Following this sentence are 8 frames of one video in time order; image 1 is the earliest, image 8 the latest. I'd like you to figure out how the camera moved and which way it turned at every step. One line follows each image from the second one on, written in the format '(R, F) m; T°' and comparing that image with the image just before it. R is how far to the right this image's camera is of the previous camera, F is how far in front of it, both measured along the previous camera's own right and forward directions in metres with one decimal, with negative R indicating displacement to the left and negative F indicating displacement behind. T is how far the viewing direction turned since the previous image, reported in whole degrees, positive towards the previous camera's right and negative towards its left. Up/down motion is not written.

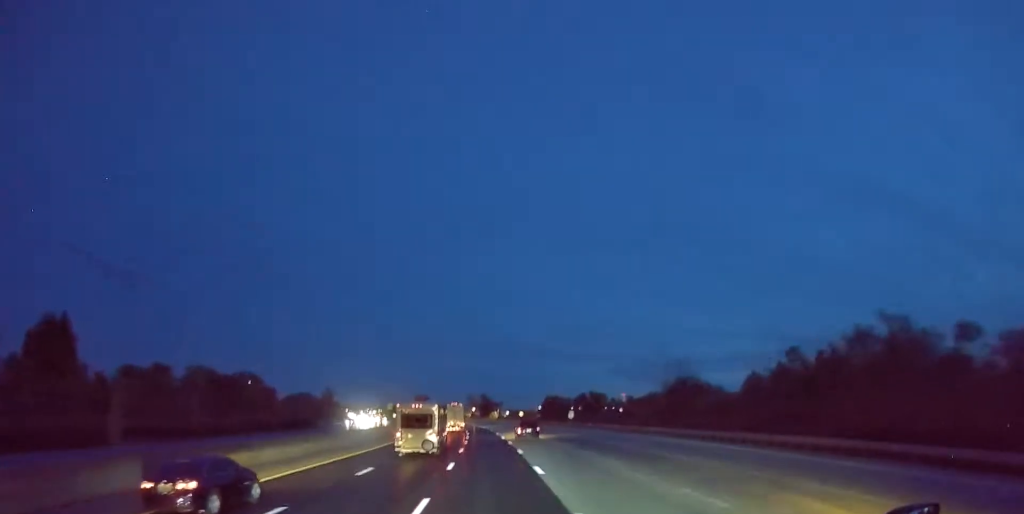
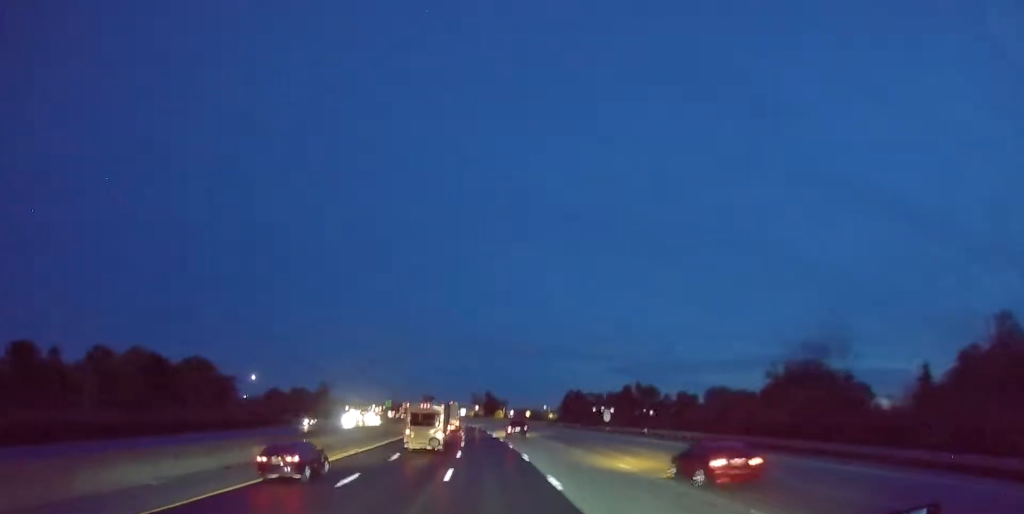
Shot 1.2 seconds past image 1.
(+0.2, +29.2) m; 0°
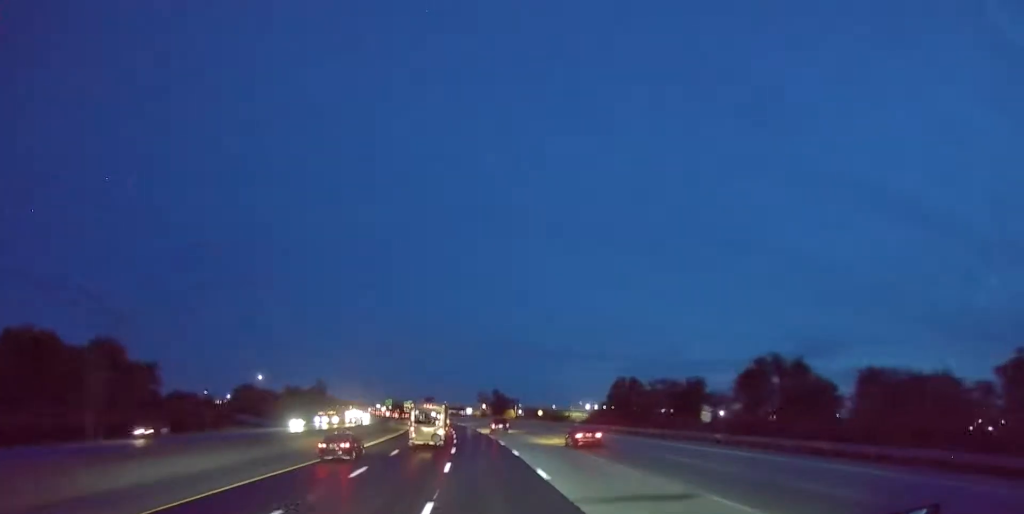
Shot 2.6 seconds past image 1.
(-0.5, +33.9) m; -2°
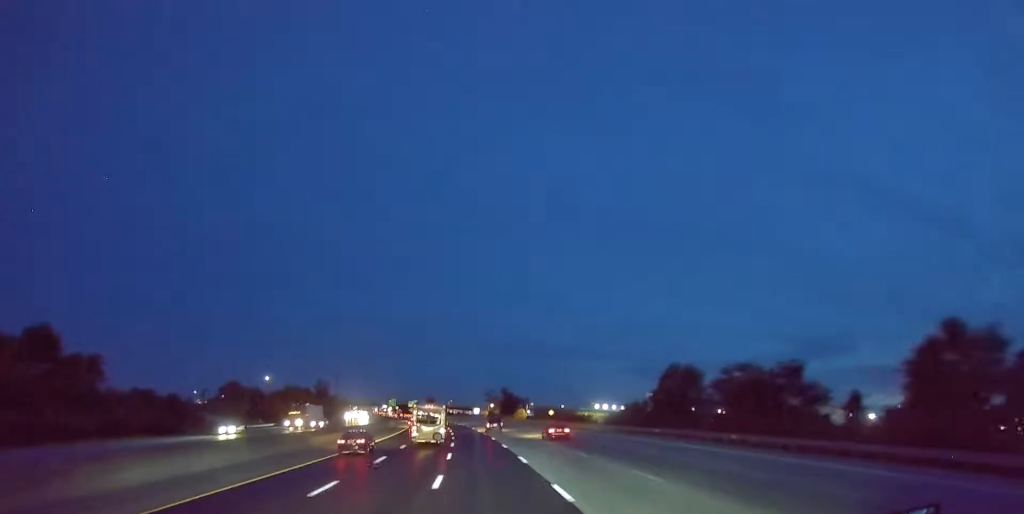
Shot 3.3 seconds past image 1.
(-0.2, +18.3) m; 0°
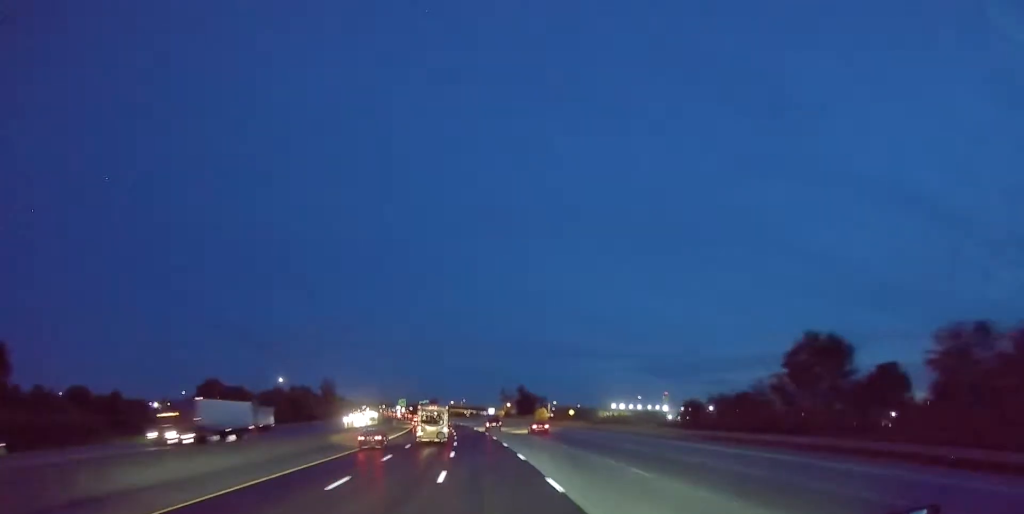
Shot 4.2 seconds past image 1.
(+0.2, +22.4) m; -2°
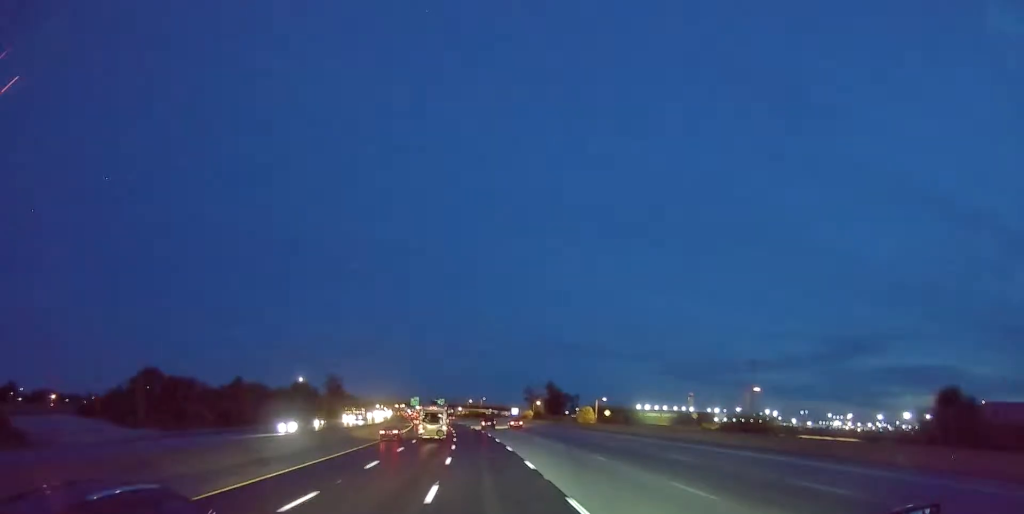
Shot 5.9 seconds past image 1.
(-1.4, +42.2) m; -2°
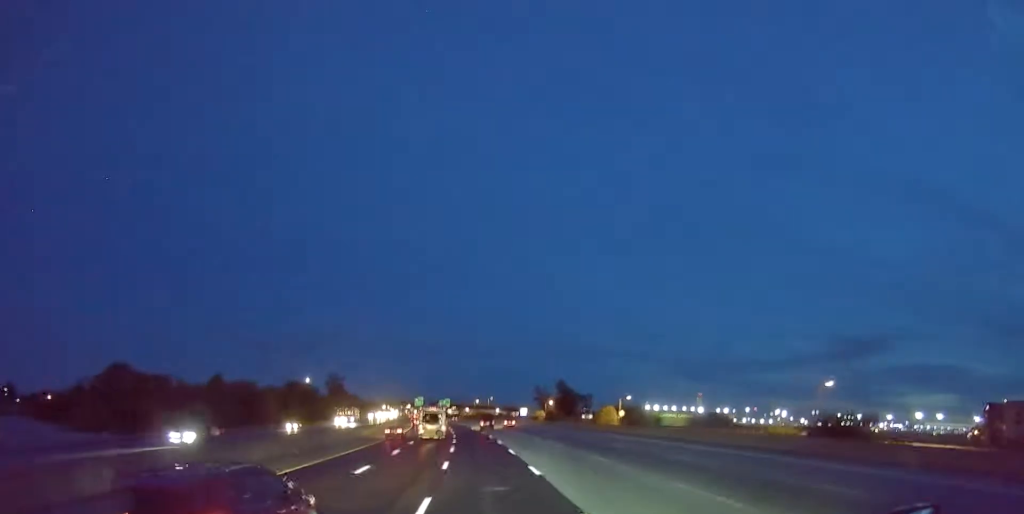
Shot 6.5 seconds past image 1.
(+0.2, +14.8) m; 0°
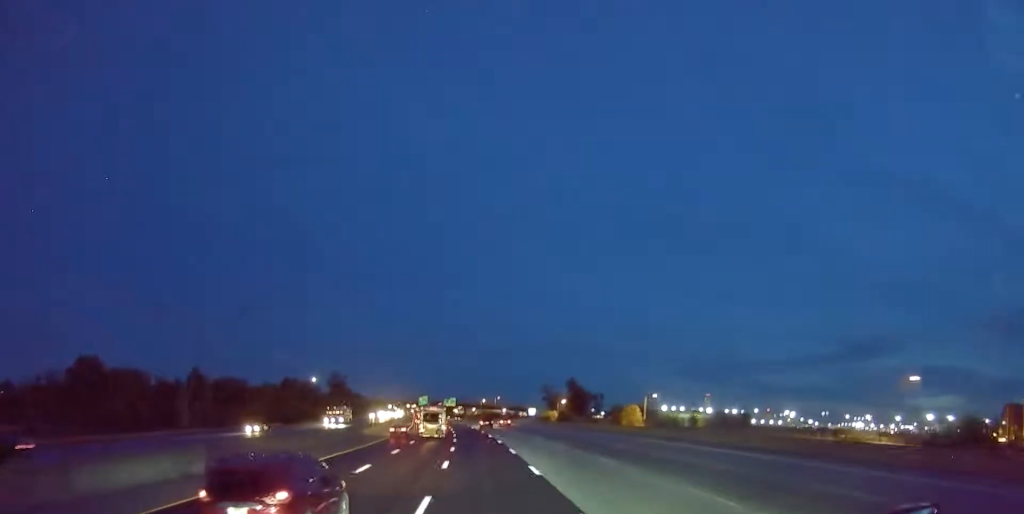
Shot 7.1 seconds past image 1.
(0.0, +12.8) m; 0°
